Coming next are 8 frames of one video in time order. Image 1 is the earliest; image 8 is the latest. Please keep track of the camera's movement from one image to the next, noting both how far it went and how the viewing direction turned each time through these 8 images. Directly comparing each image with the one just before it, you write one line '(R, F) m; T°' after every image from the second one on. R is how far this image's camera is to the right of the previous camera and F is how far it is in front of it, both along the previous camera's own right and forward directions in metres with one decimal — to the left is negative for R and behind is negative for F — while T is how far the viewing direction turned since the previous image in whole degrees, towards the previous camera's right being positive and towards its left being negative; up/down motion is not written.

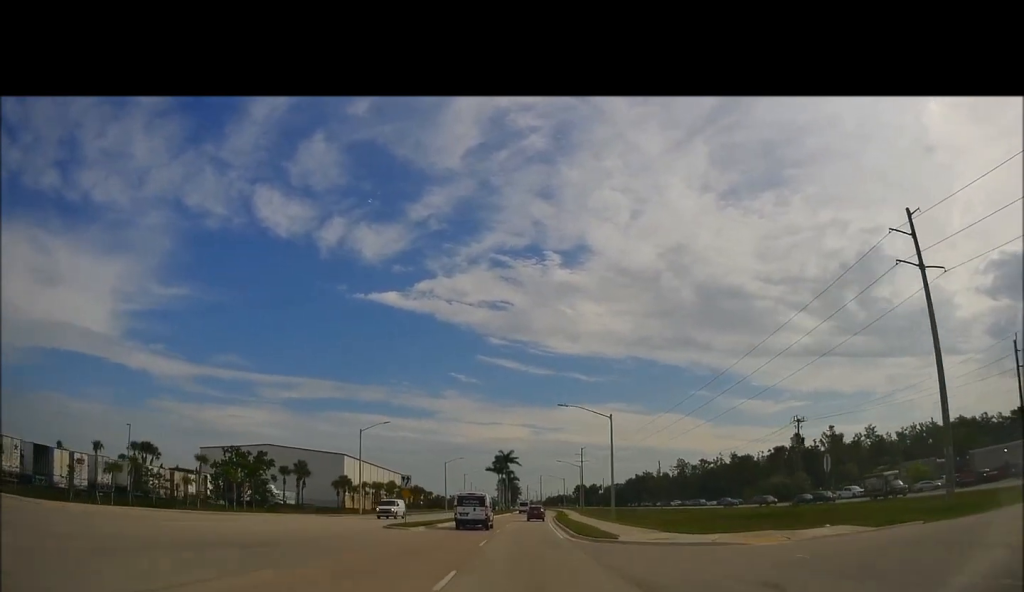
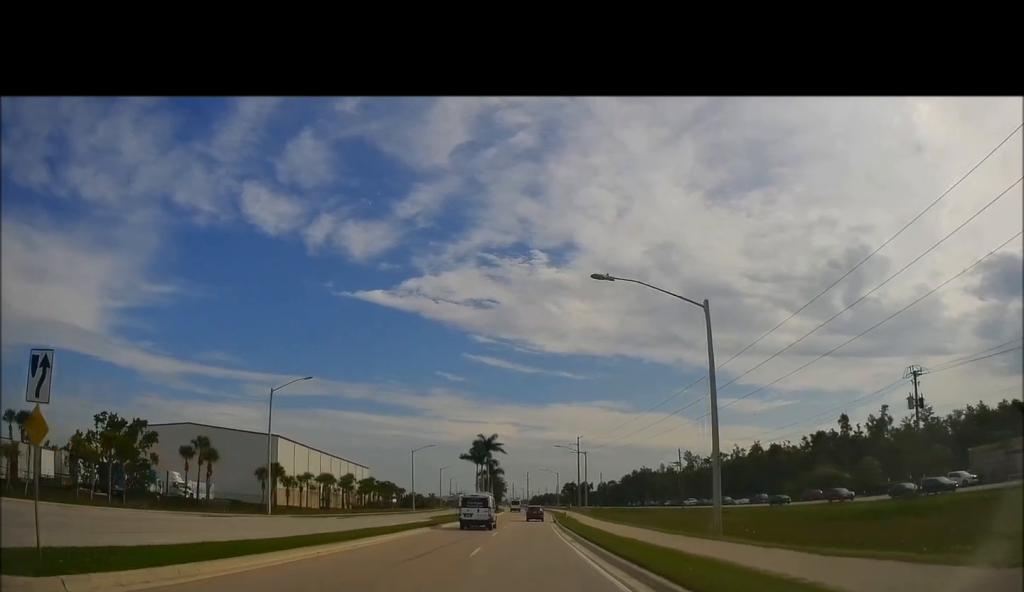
(0.0, +28.7) m; 0°
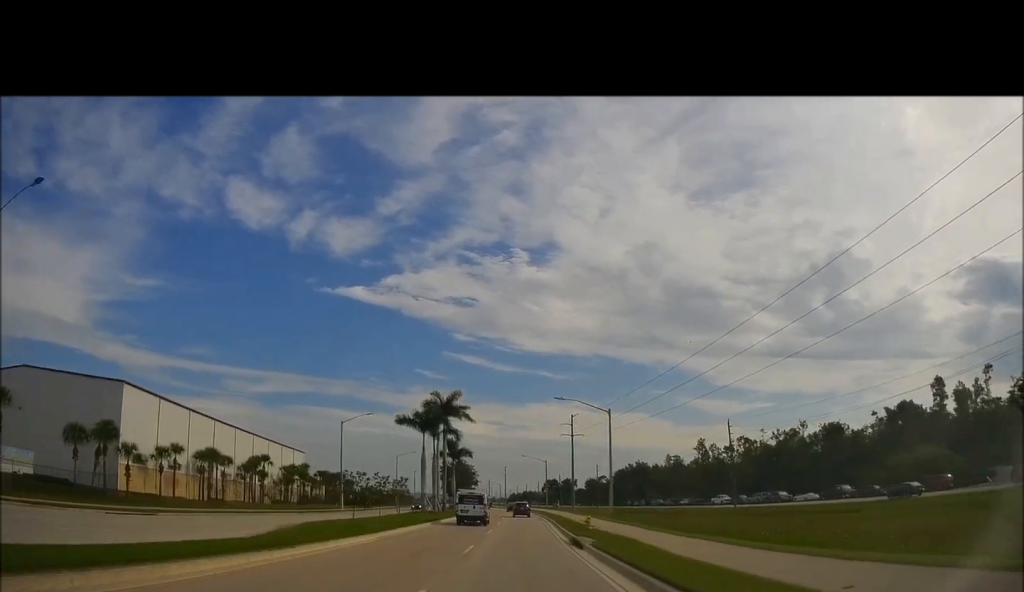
(+0.7, +36.2) m; +2°
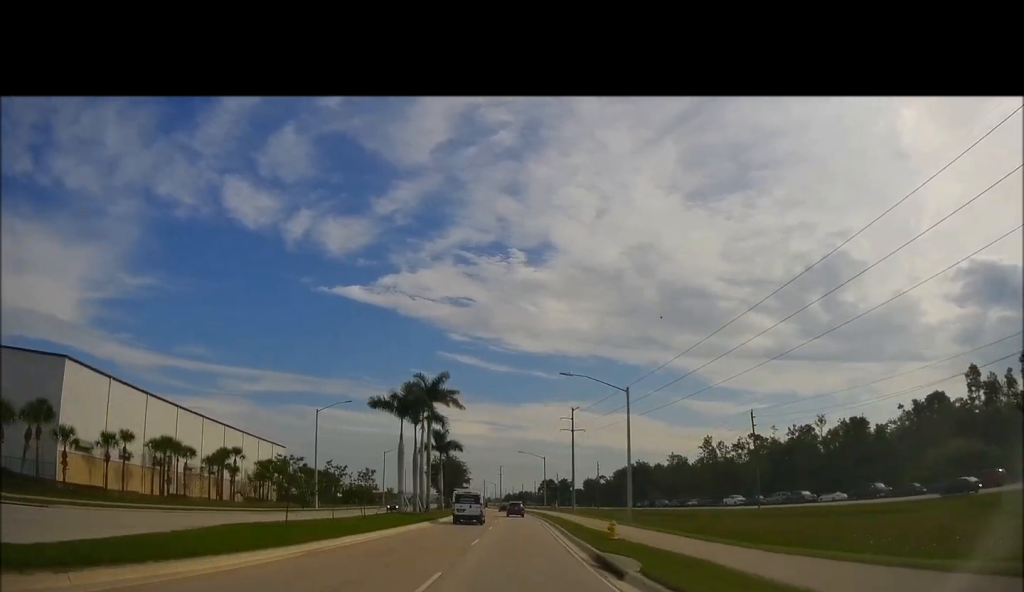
(0.0, +9.2) m; +1°
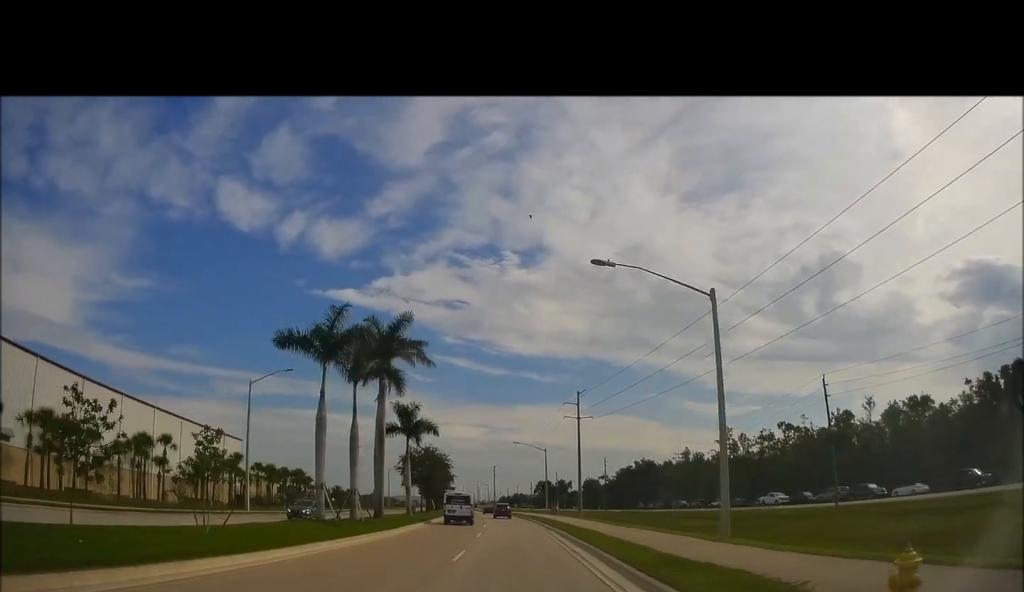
(0.0, +18.3) m; +1°
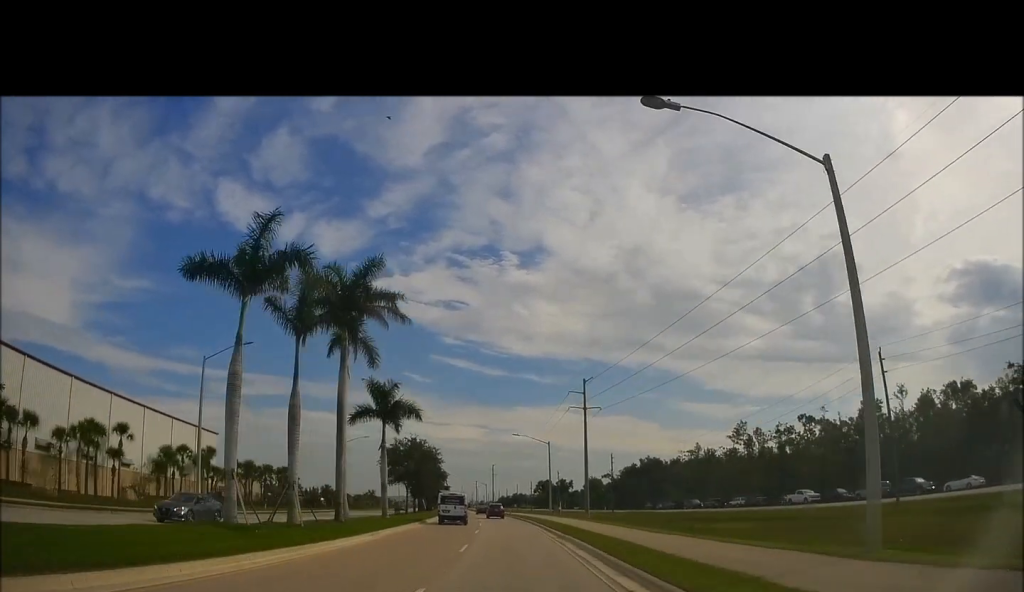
(+0.2, +9.1) m; +1°
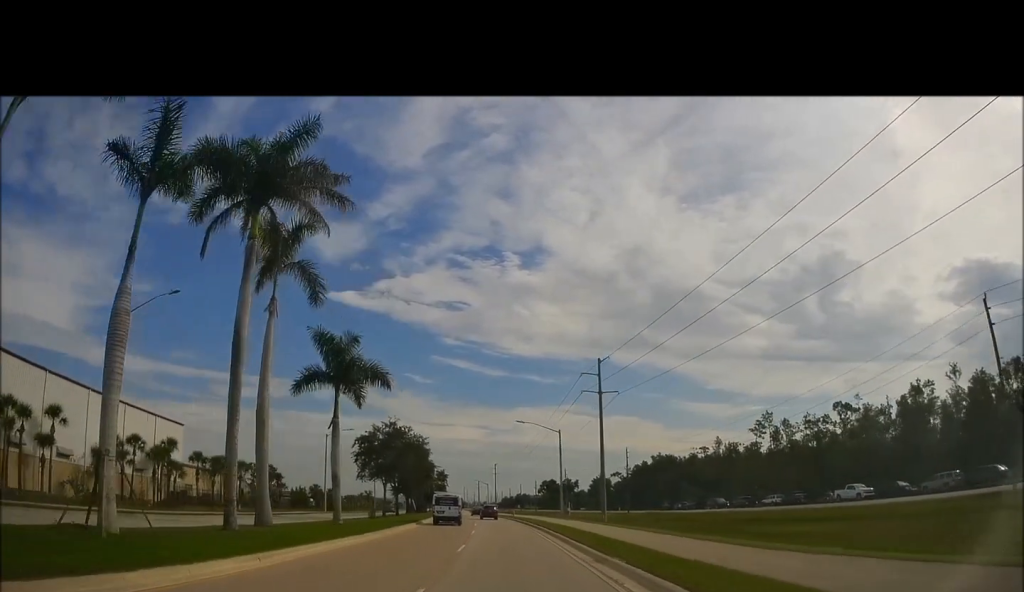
(+0.1, +11.9) m; +1°
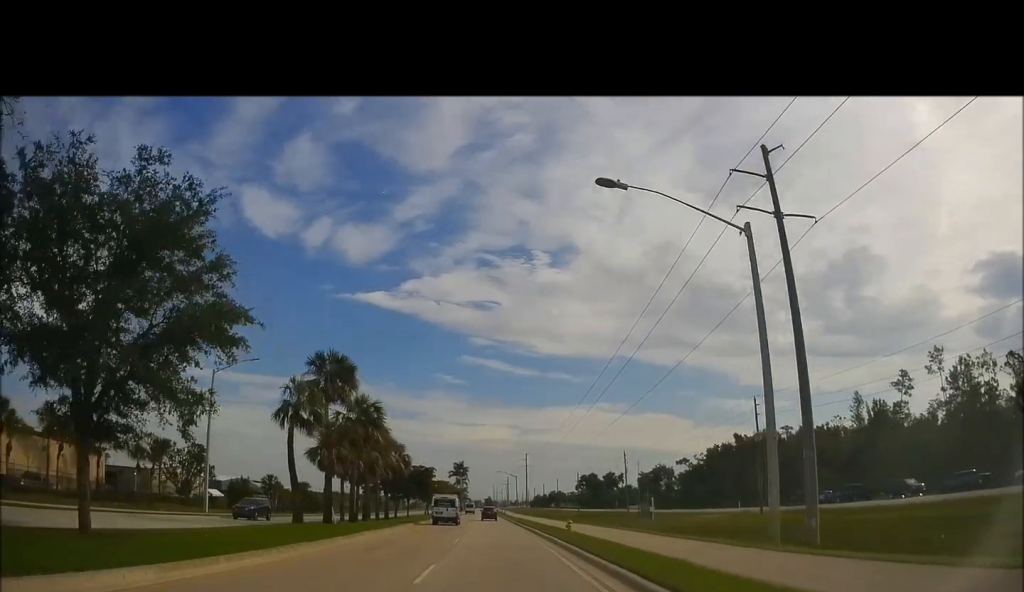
(-0.3, +44.4) m; -2°
